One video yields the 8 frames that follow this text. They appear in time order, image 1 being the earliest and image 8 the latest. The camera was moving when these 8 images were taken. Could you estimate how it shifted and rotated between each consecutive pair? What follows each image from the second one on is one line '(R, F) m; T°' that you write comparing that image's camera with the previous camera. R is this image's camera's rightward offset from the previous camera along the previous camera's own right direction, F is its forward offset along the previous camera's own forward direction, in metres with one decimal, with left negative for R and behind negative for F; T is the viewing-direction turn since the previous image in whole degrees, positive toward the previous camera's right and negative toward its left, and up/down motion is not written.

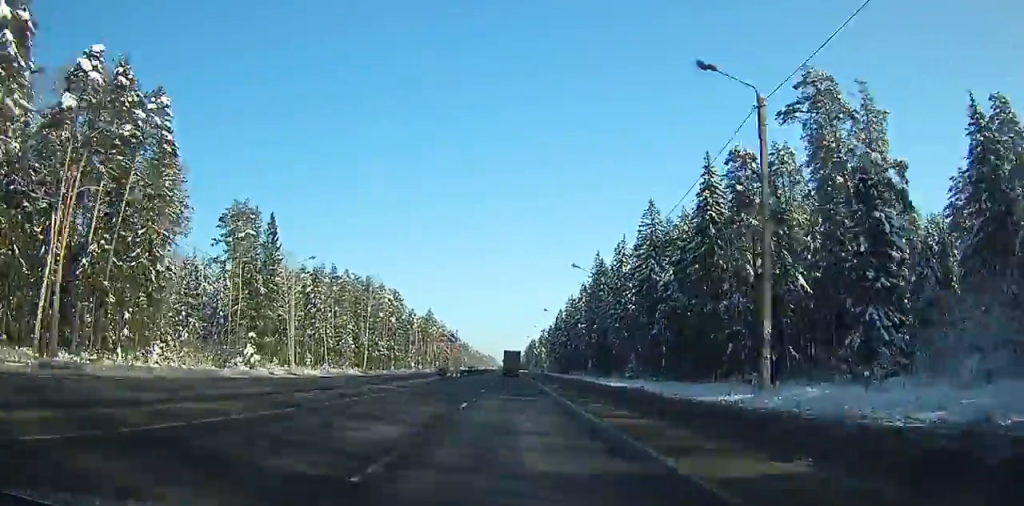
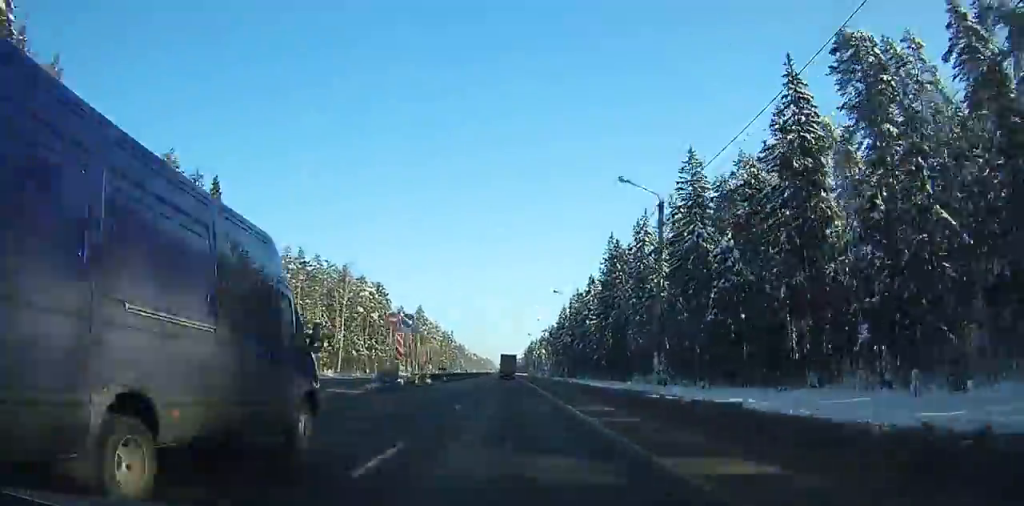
(+0.6, +23.3) m; -1°
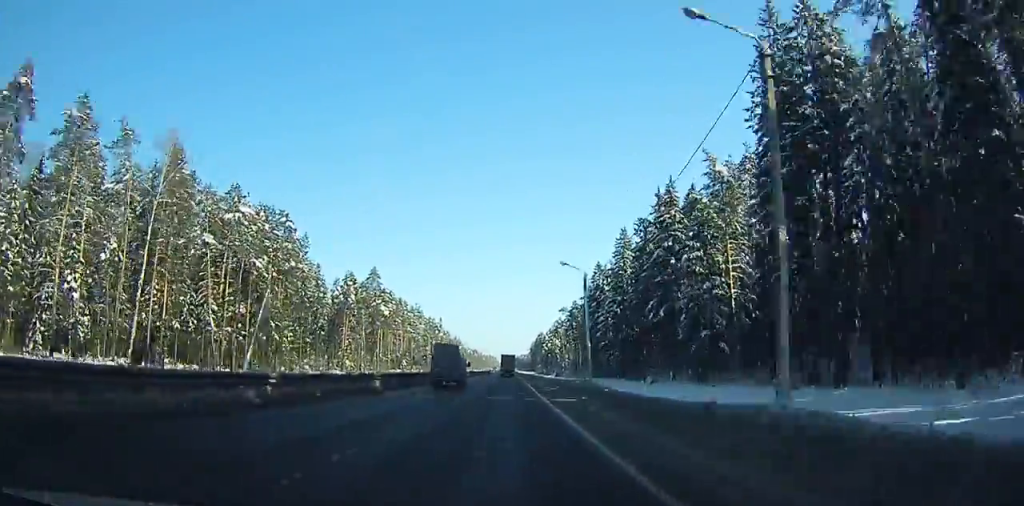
(+1.2, +84.0) m; +8°
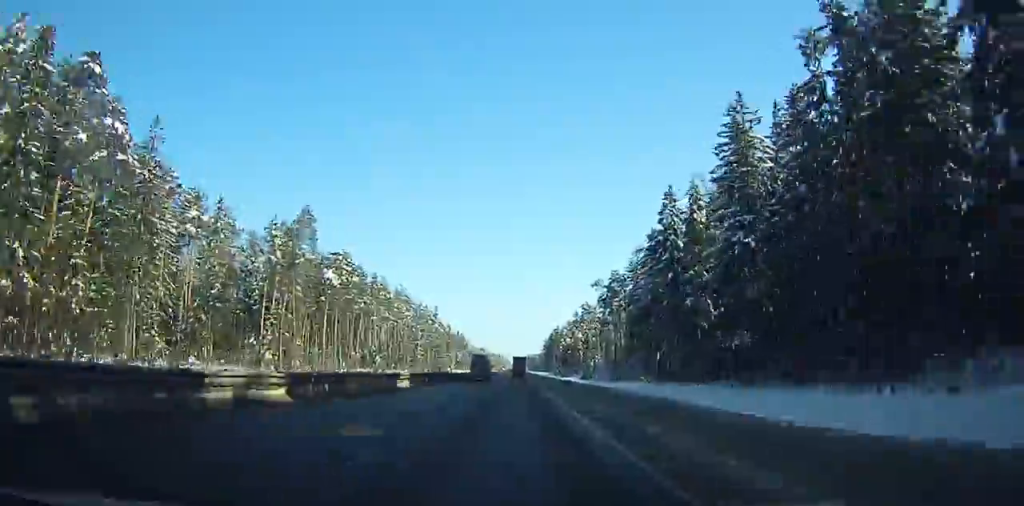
(+4.9, +61.6) m; +1°
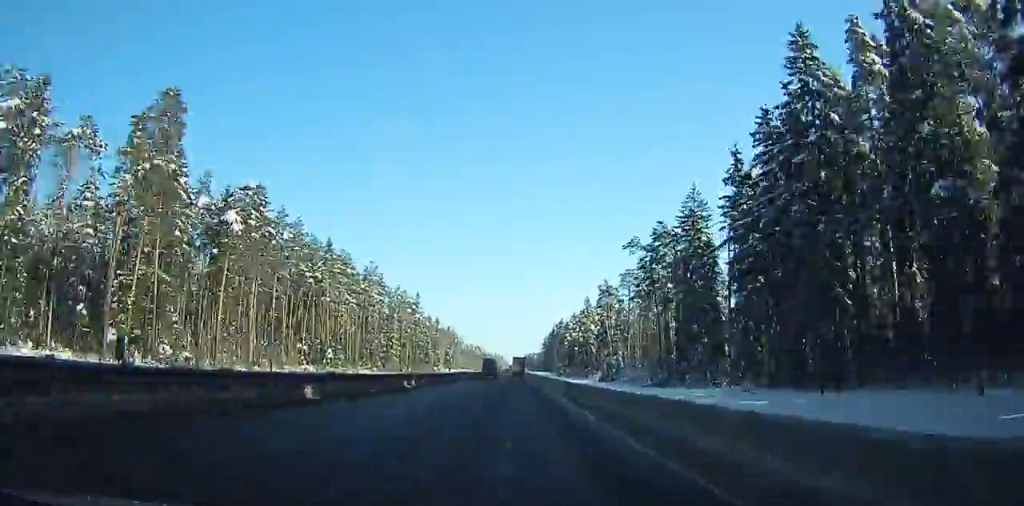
(+0.7, +44.6) m; -5°
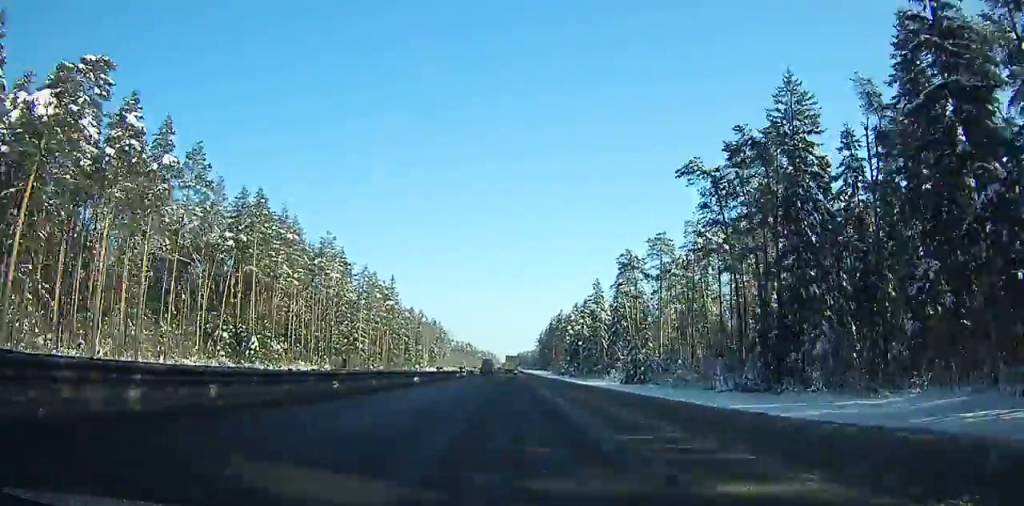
(-5.6, +35.8) m; -2°
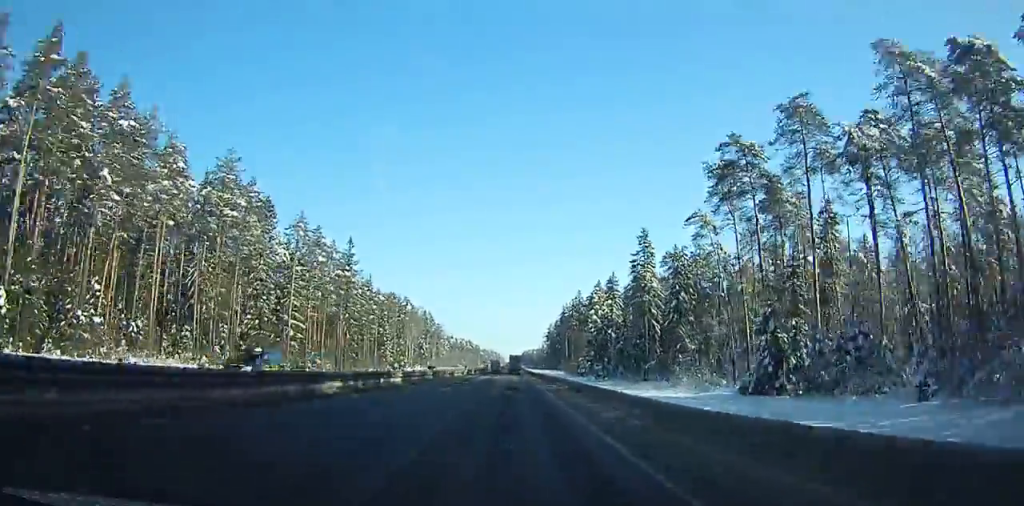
(+0.4, +54.3) m; +1°
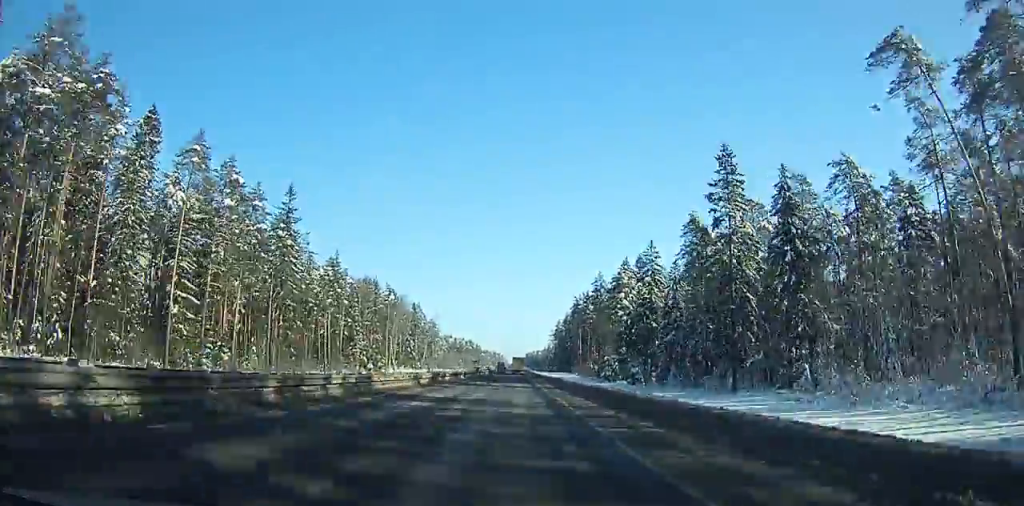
(+1.4, +39.5) m; +3°
